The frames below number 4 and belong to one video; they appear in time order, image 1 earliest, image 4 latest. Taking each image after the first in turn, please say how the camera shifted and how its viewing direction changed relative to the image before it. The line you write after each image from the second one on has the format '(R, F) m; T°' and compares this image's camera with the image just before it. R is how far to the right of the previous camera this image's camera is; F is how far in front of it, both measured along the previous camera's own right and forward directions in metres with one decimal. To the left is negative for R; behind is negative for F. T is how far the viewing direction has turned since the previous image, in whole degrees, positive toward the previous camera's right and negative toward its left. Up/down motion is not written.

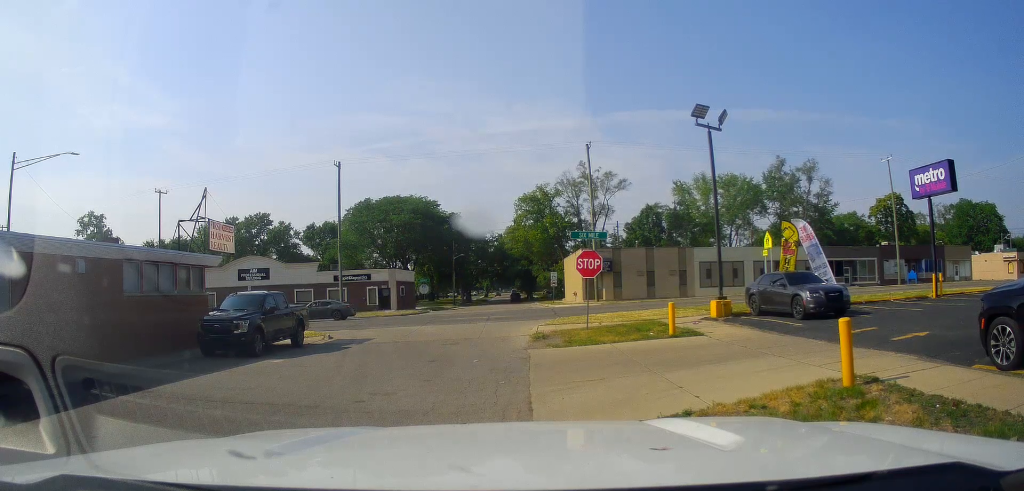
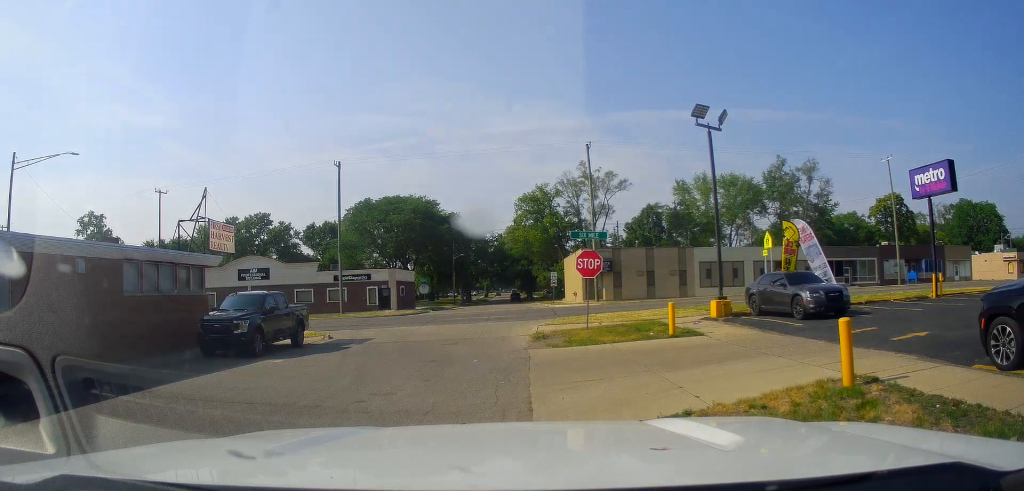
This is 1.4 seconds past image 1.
(0.0, 0.0) m; 0°
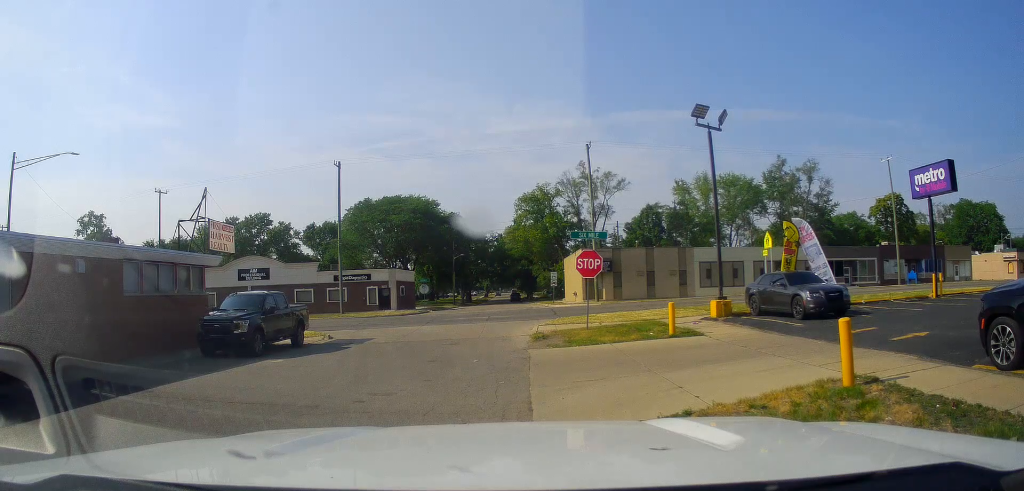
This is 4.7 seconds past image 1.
(0.0, 0.0) m; 0°
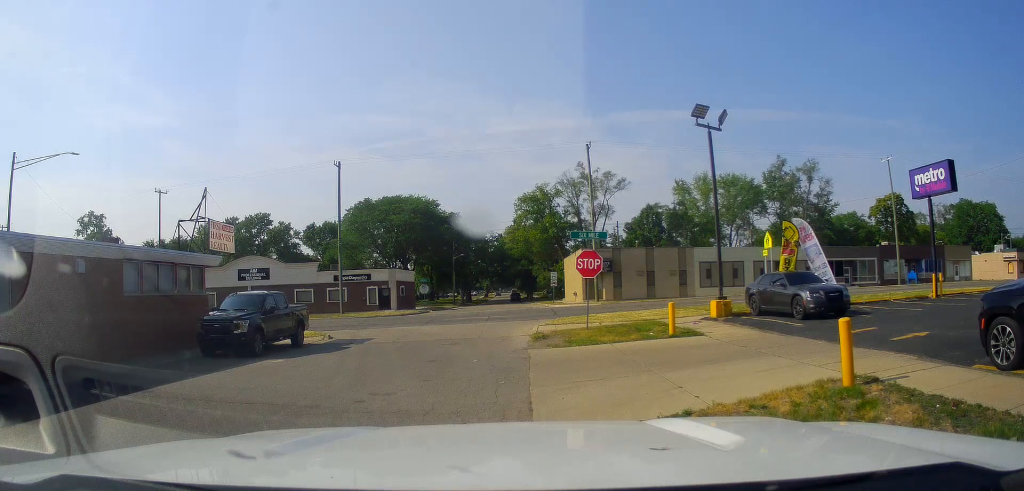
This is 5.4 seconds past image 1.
(0.0, 0.0) m; 0°
